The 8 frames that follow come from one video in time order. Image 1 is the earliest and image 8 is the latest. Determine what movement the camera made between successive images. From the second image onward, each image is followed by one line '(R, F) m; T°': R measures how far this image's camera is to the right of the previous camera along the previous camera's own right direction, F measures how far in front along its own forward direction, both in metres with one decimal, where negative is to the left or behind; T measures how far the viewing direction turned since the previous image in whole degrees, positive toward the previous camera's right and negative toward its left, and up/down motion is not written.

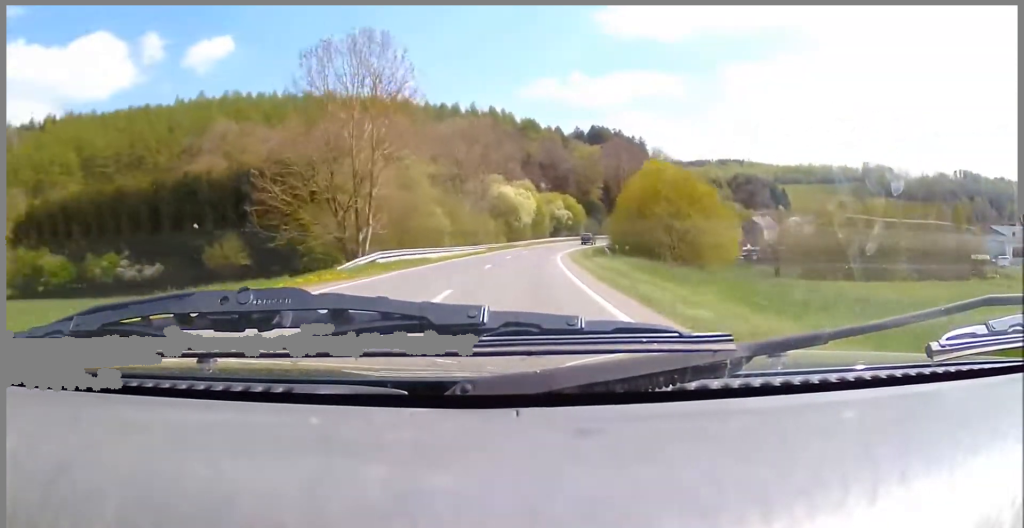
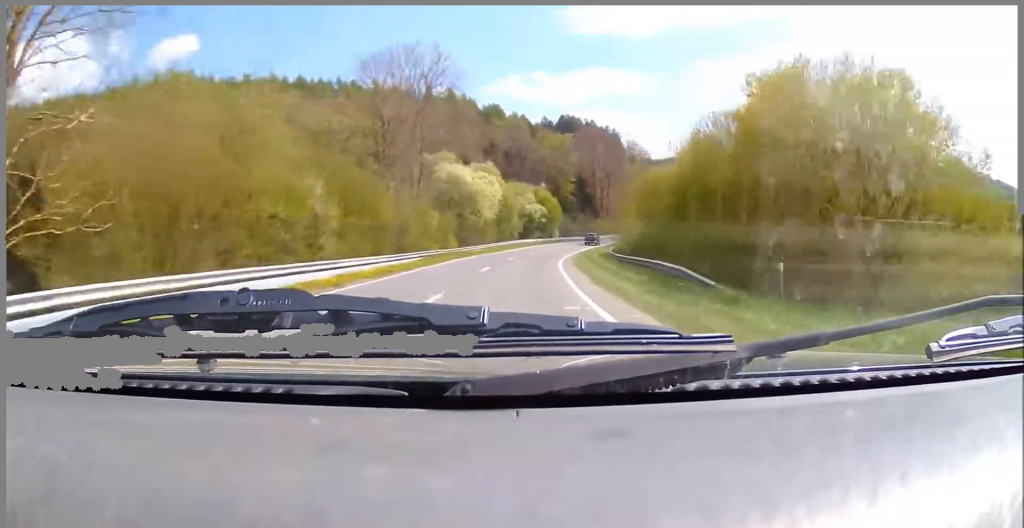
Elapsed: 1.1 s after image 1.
(+0.6, +25.4) m; +3°
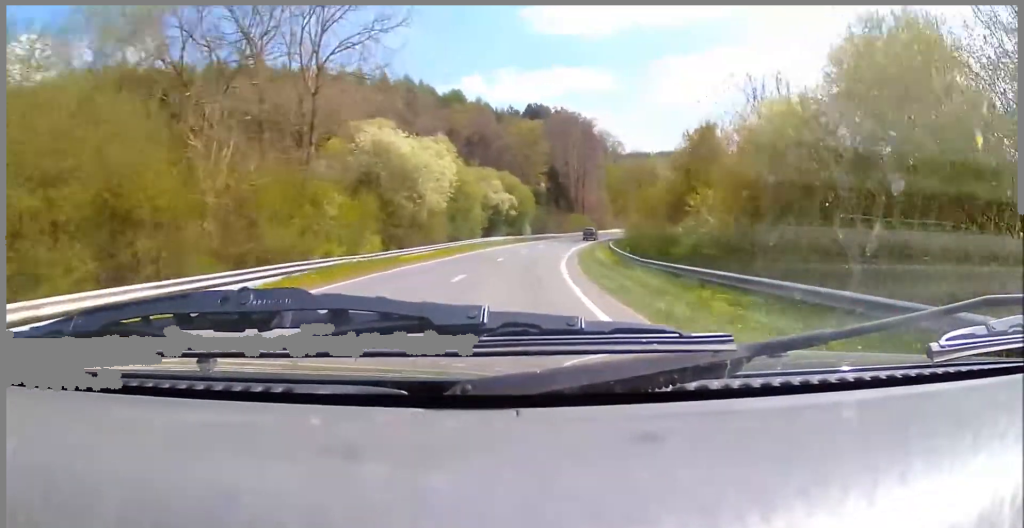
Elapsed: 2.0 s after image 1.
(+0.4, +19.8) m; +2°
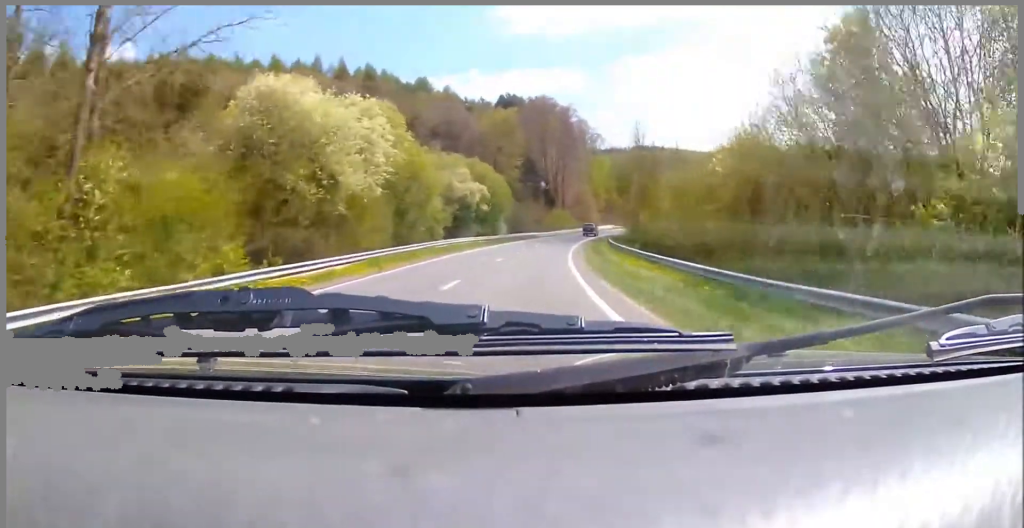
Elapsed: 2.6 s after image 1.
(+0.3, +15.3) m; 0°
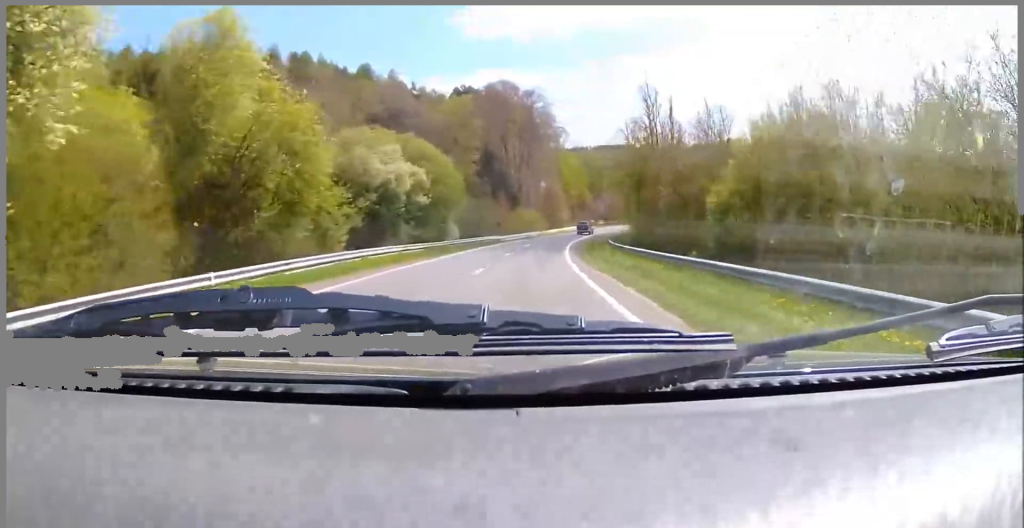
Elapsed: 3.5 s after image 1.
(-0.2, +20.6) m; +1°
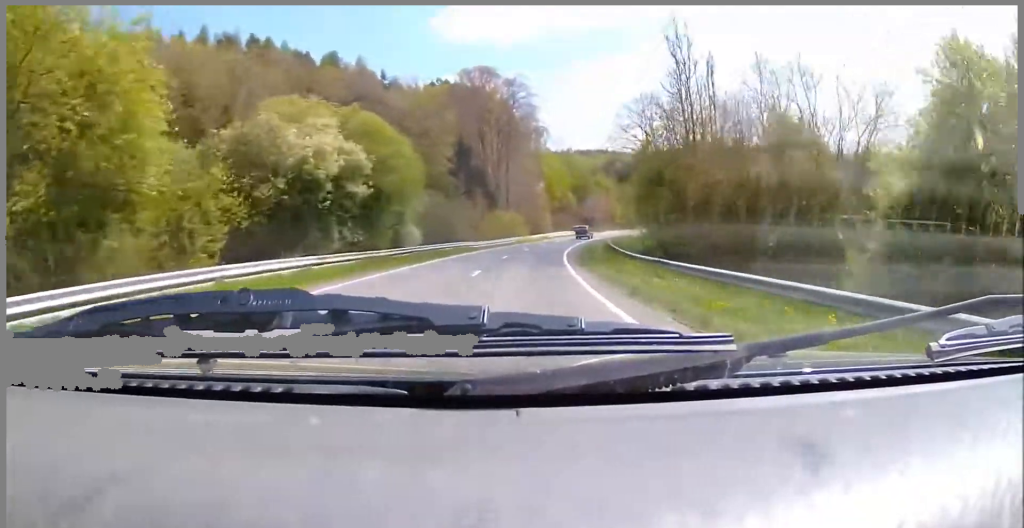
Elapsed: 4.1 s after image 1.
(0.0, +12.2) m; +1°
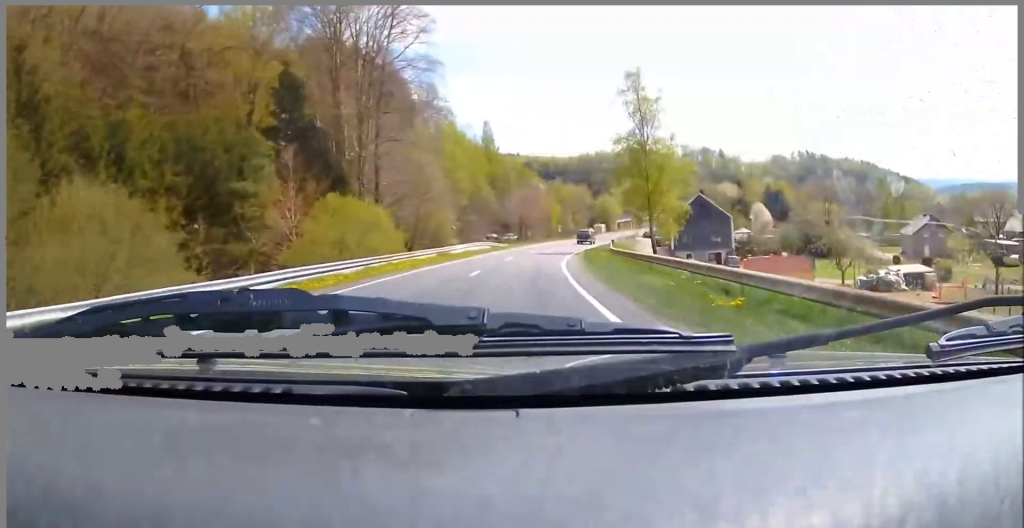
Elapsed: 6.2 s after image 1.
(+2.0, +48.4) m; +6°
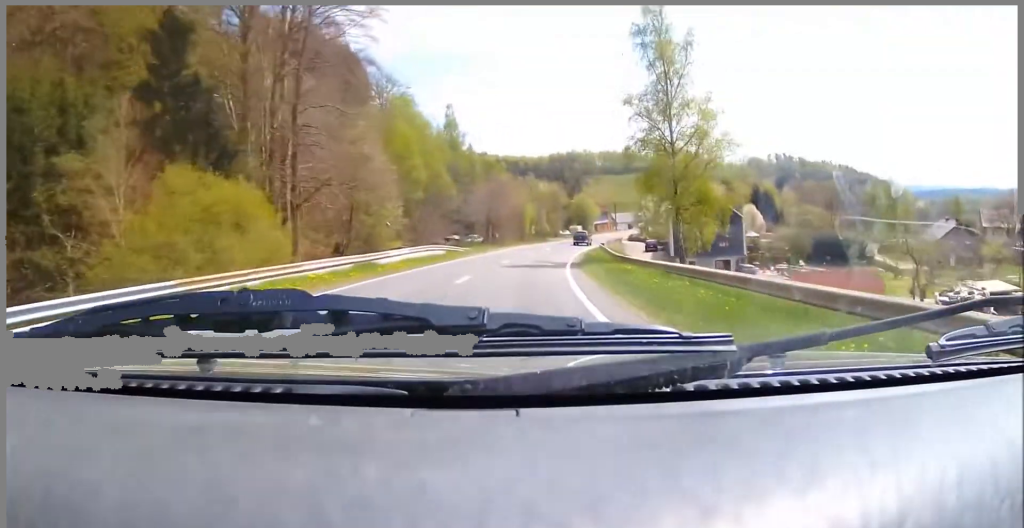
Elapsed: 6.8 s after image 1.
(0.0, +15.5) m; +4°
